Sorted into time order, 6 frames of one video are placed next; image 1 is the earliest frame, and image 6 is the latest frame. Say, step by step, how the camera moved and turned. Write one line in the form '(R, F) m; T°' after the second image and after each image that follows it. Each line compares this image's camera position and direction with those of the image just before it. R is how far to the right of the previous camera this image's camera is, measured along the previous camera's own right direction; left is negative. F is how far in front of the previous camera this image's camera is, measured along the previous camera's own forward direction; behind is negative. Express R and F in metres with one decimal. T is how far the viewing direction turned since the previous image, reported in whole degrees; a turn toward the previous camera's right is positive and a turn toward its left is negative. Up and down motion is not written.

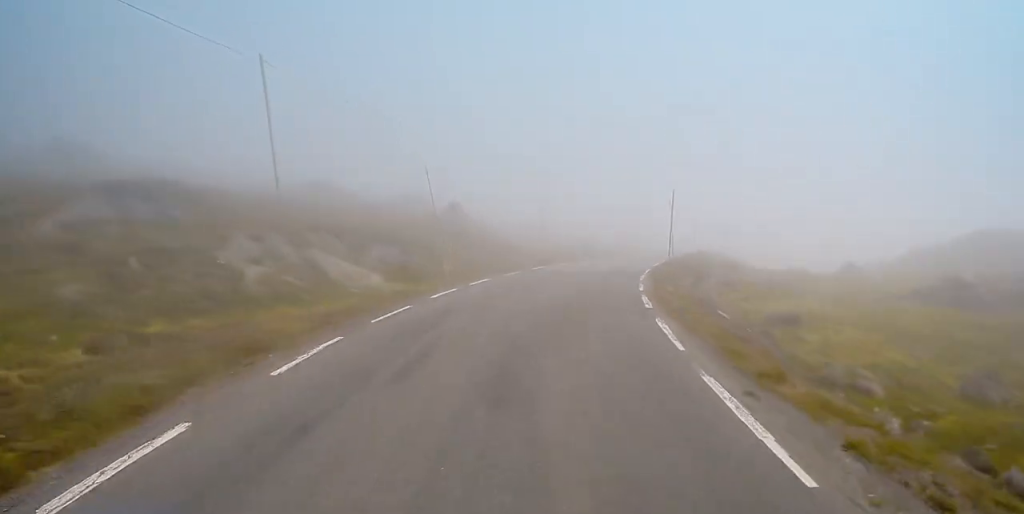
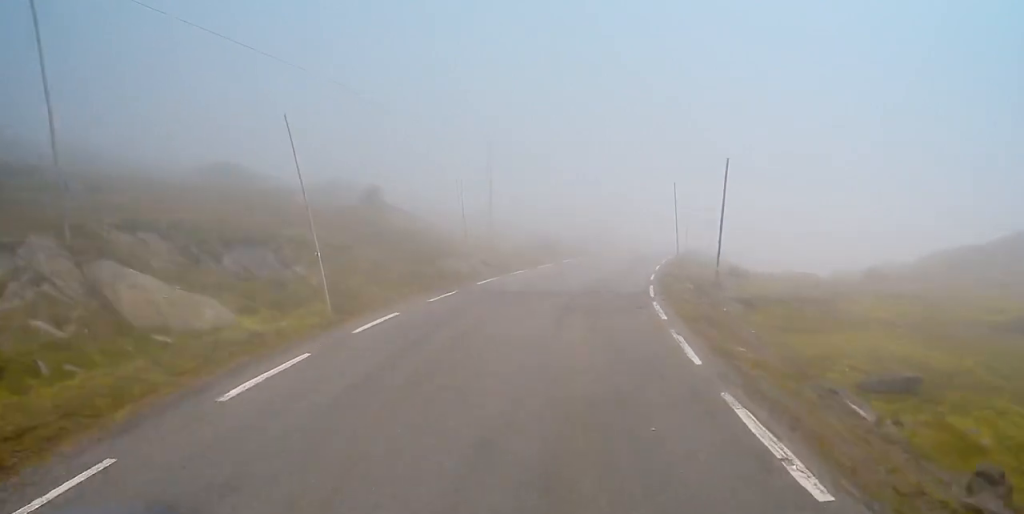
(+0.4, +13.8) m; +5°
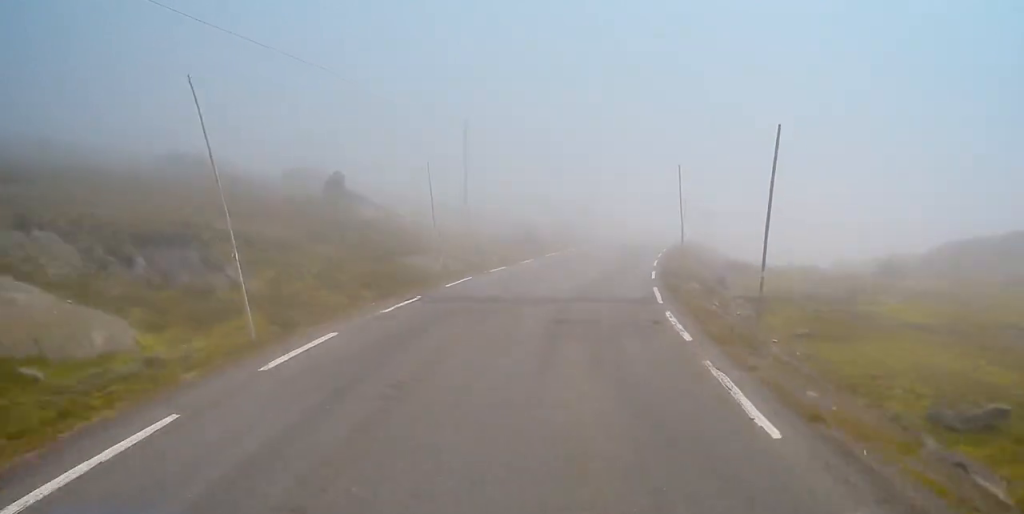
(+0.2, +4.5) m; +1°
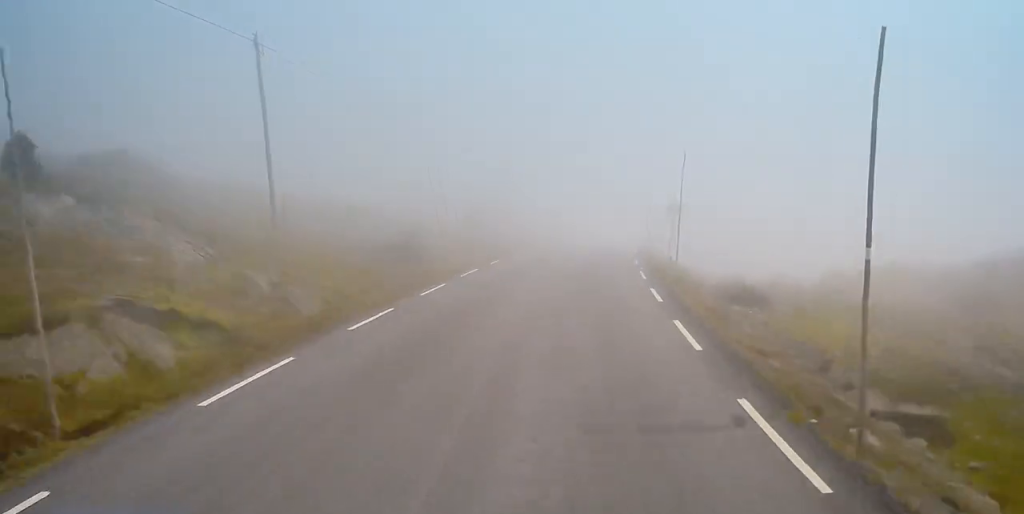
(+0.3, +20.4) m; +4°
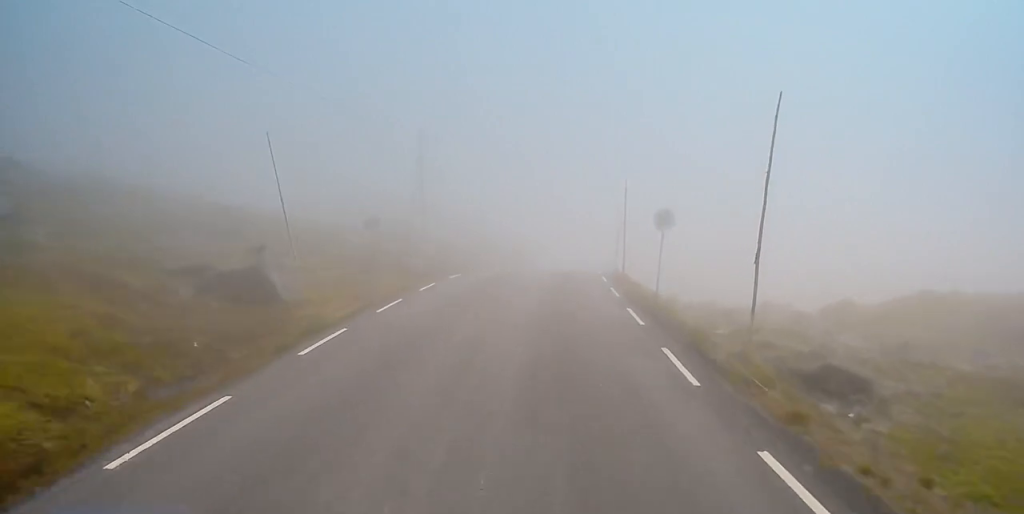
(+1.0, +13.6) m; +7°
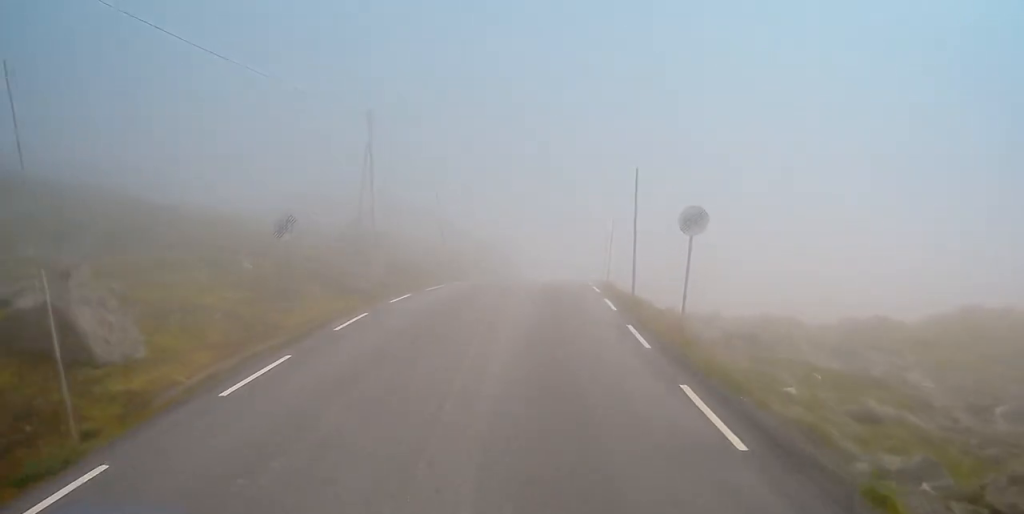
(+0.3, +8.7) m; 0°
